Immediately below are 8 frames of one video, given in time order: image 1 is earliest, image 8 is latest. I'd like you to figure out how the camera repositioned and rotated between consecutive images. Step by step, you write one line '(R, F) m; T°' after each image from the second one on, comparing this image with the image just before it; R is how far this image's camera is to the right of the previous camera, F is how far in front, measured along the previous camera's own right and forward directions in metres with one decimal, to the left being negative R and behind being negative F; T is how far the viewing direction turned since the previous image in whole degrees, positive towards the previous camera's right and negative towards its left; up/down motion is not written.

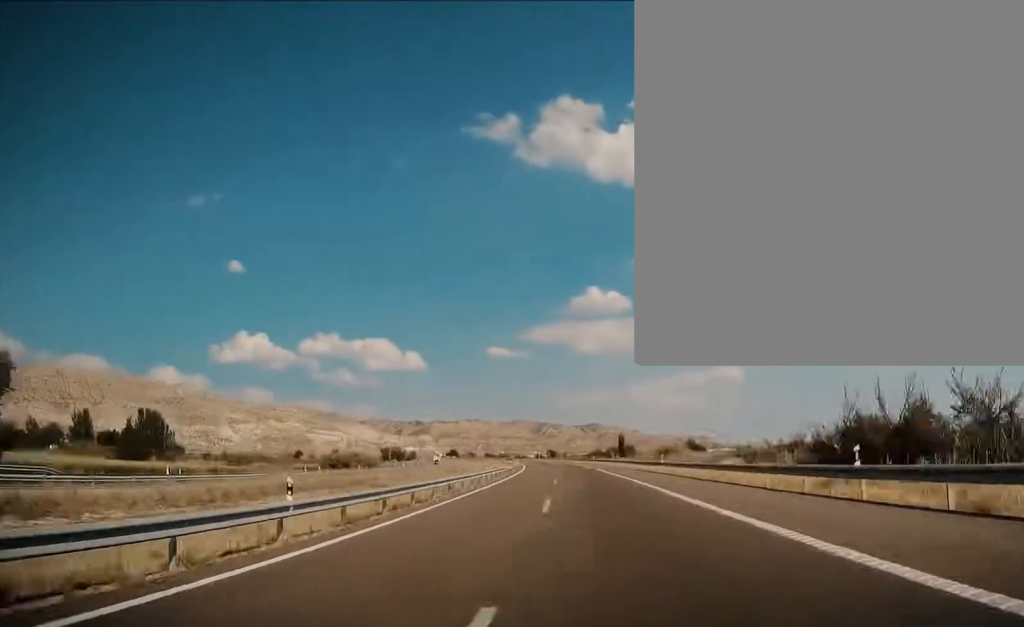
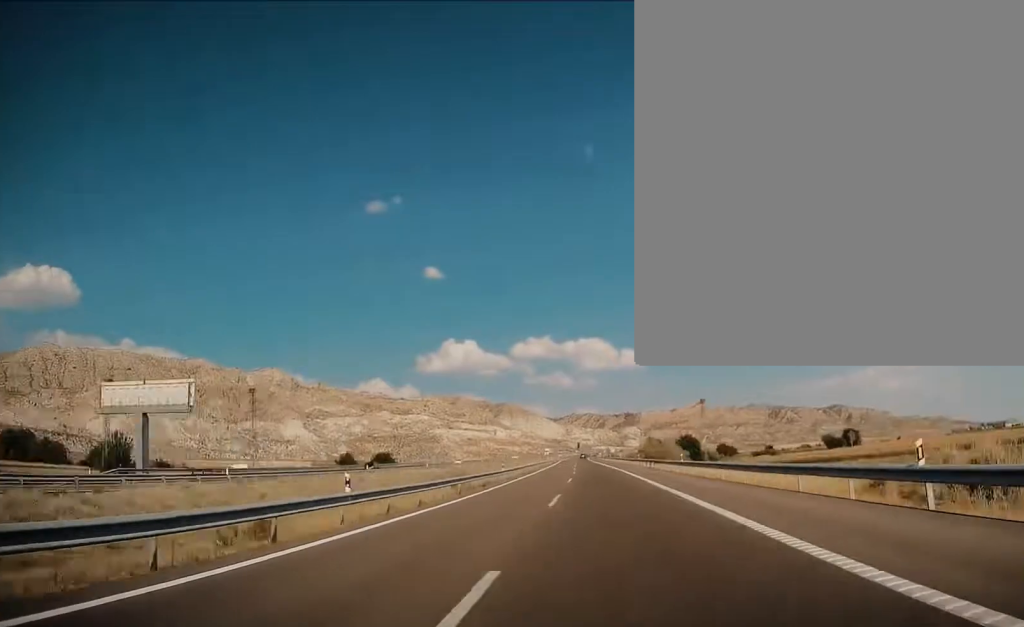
(-54.2, +438.6) m; -10°
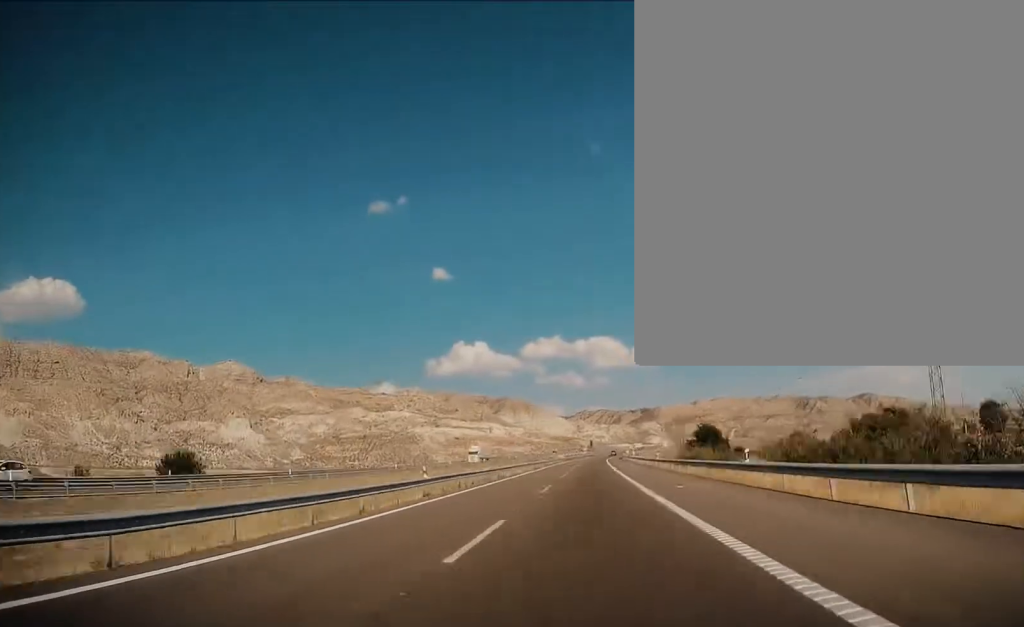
(-0.3, +147.9) m; +3°
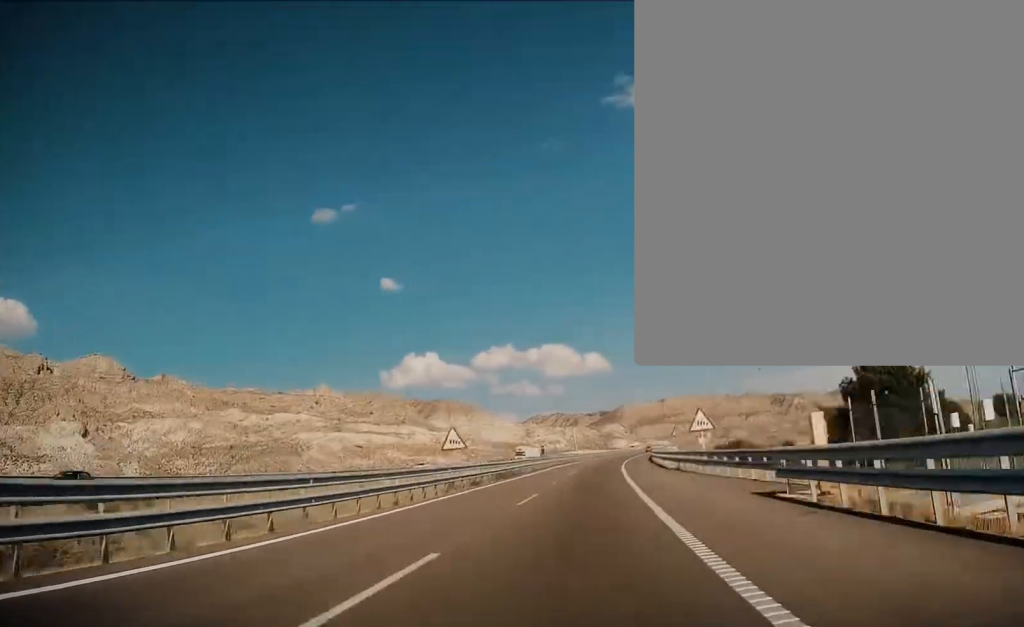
(-0.6, +176.7) m; +5°
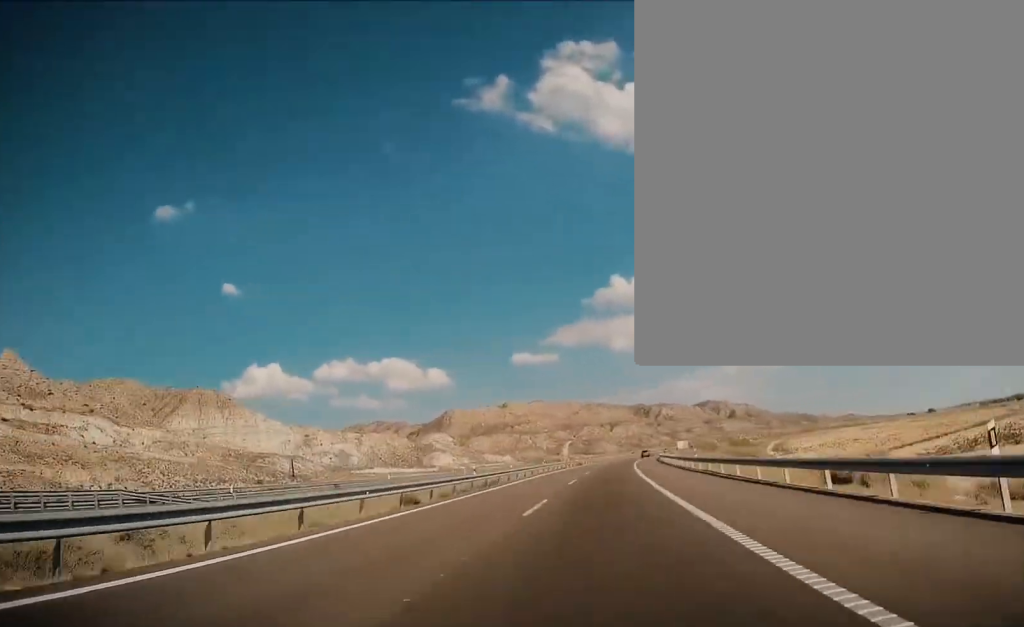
(+24.0, +264.9) m; +13°
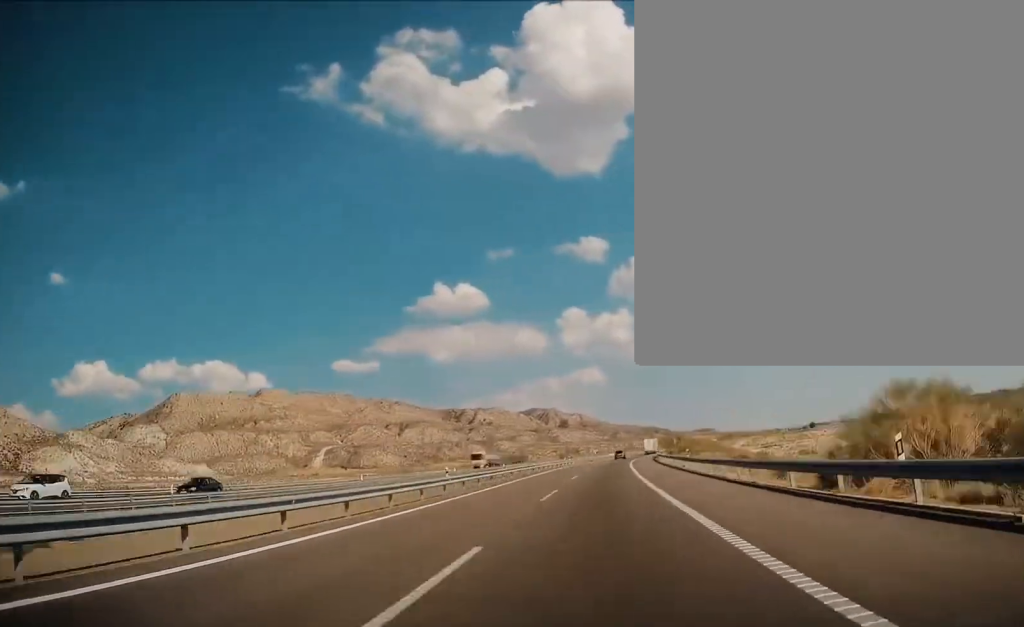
(+35.0, +284.4) m; +14°
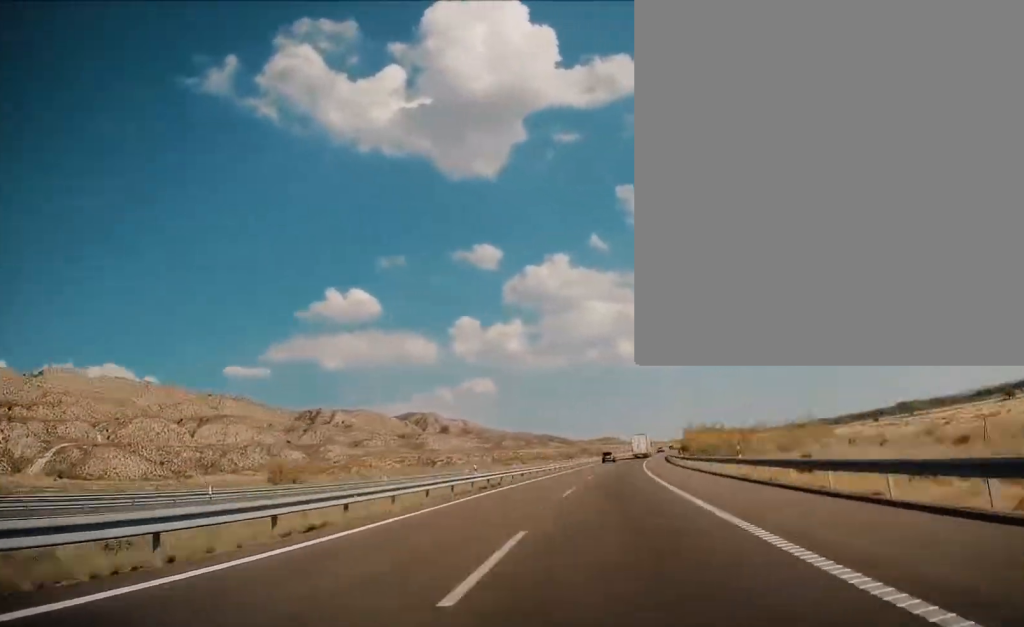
(+21.6, +186.6) m; +7°
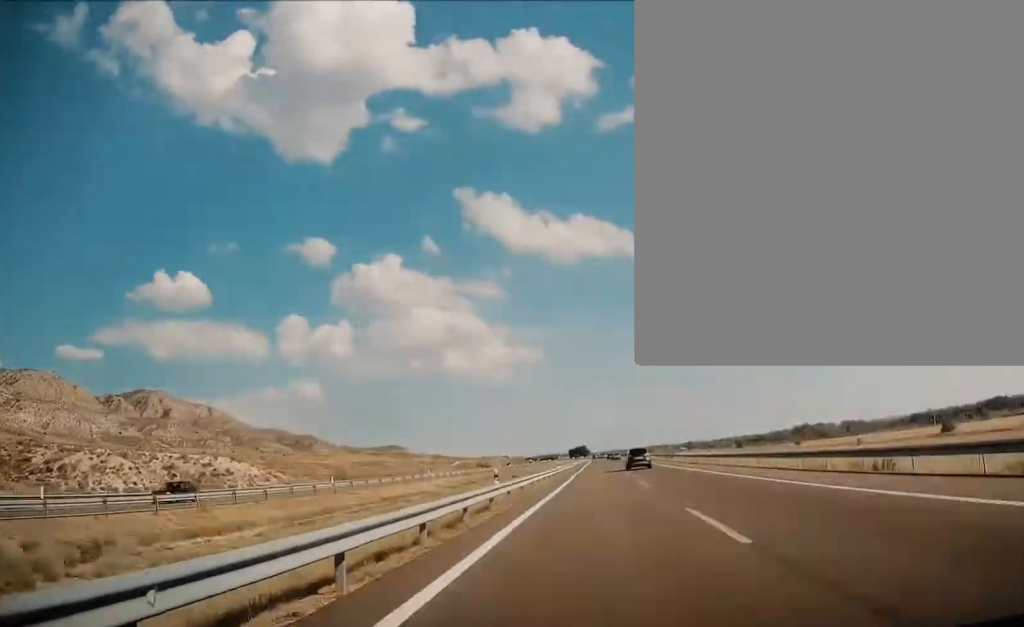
(+41.0, +392.4) m; +8°
